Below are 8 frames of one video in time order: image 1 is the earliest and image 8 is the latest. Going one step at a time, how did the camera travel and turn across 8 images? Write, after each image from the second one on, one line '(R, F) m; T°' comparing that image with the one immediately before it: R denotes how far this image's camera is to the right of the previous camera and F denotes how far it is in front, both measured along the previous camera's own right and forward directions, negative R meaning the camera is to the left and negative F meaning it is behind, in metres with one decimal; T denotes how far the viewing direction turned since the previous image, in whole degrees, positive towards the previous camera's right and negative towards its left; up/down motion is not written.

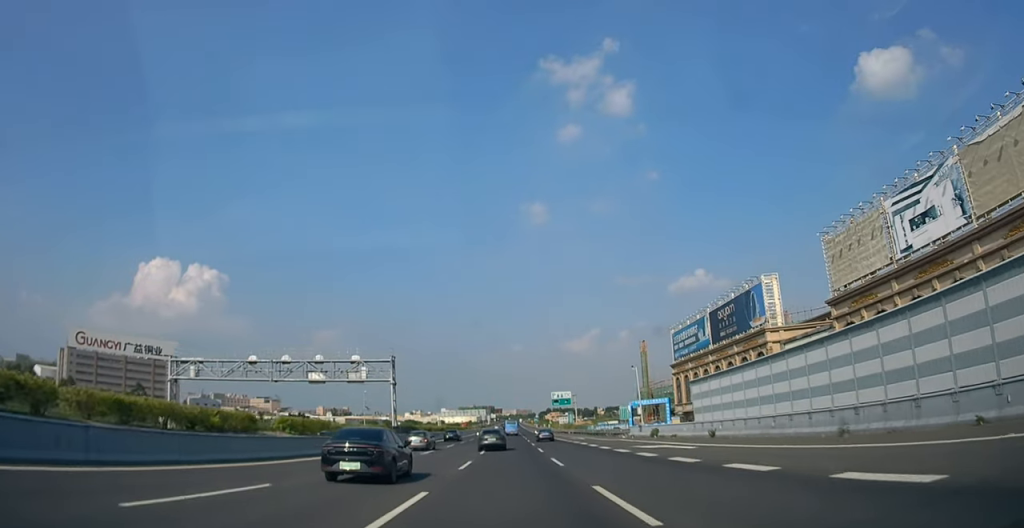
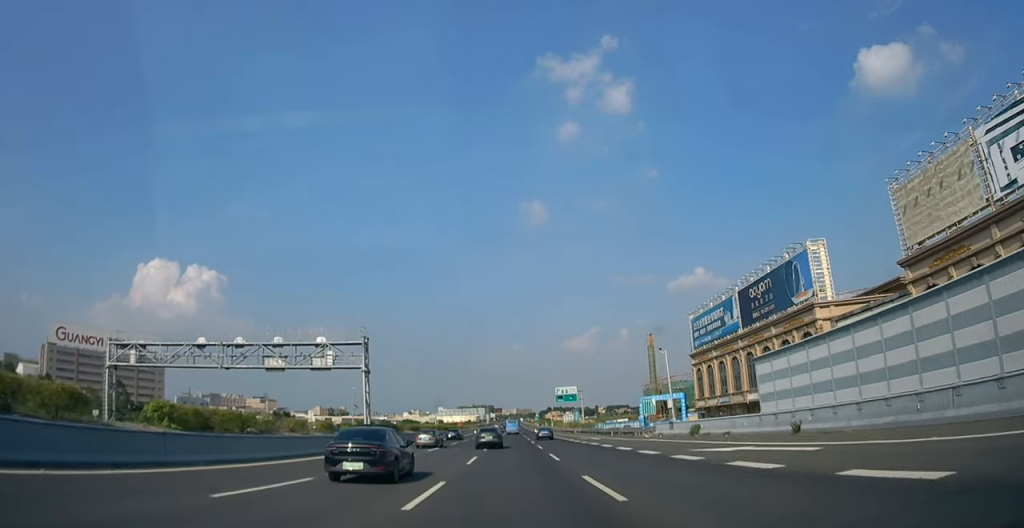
(0.0, +13.9) m; 0°
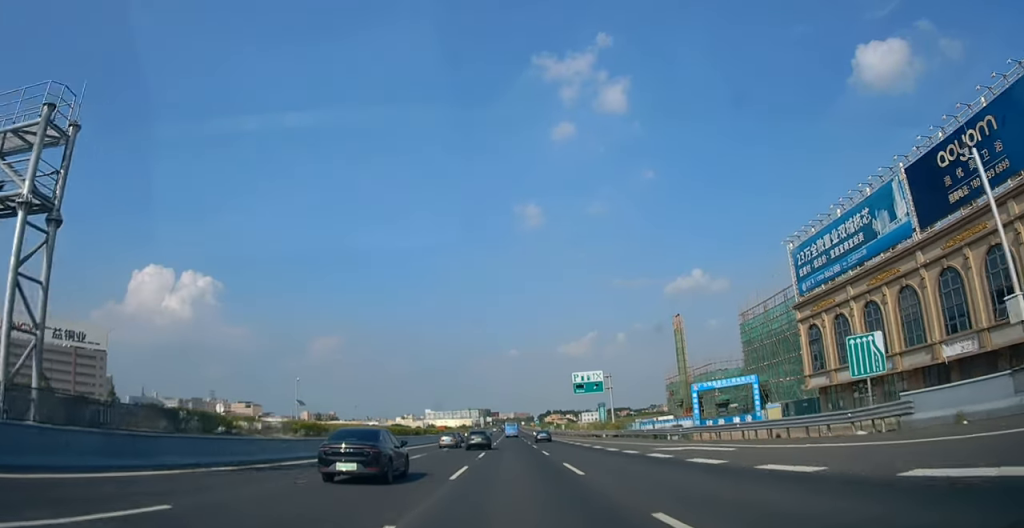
(0.0, +38.7) m; 0°
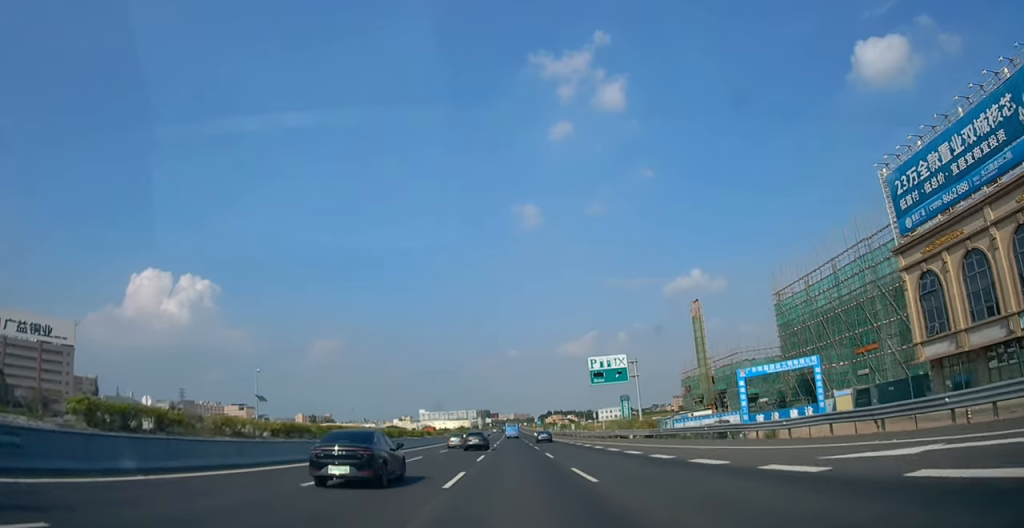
(0.0, +17.7) m; 0°
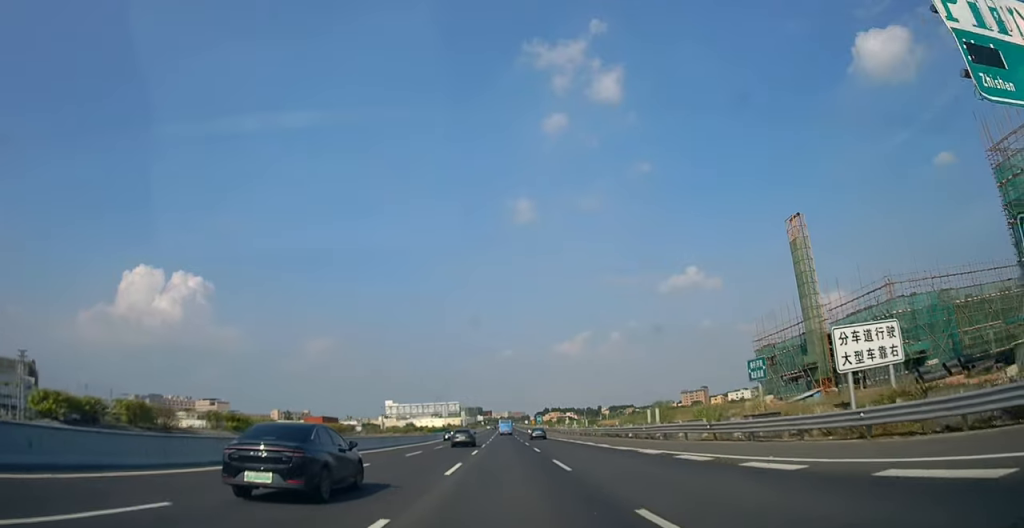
(+0.1, +65.5) m; 0°
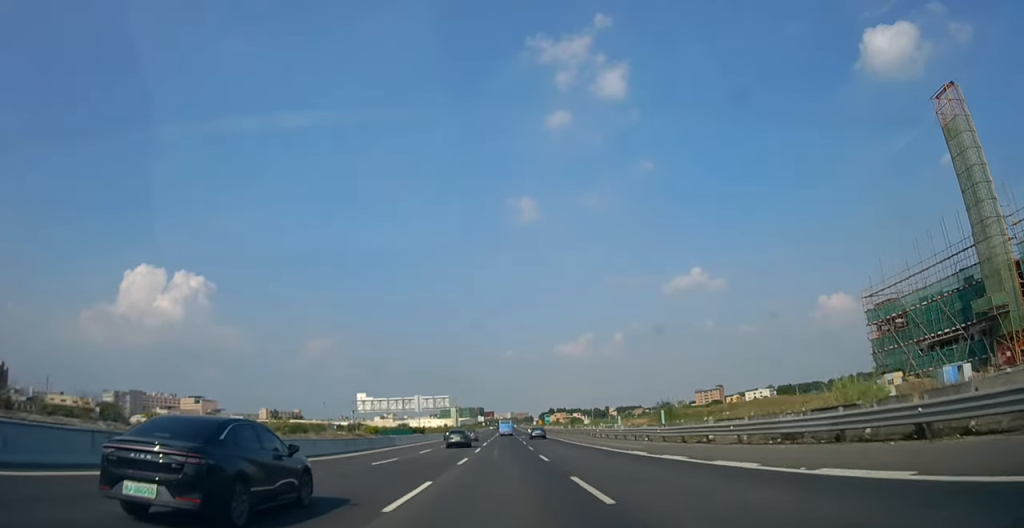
(+0.1, +40.8) m; 0°
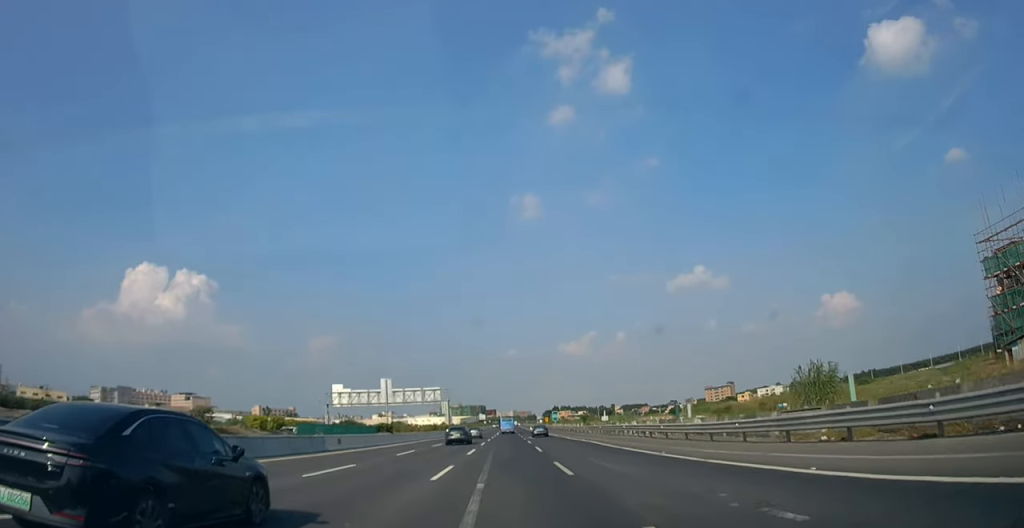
(0.0, +24.5) m; 0°
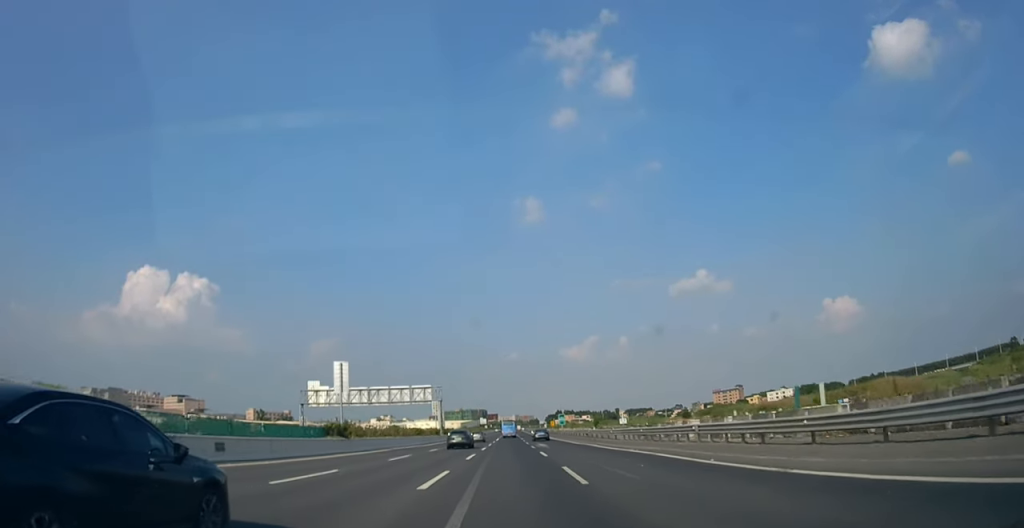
(-0.1, +17.5) m; 0°
